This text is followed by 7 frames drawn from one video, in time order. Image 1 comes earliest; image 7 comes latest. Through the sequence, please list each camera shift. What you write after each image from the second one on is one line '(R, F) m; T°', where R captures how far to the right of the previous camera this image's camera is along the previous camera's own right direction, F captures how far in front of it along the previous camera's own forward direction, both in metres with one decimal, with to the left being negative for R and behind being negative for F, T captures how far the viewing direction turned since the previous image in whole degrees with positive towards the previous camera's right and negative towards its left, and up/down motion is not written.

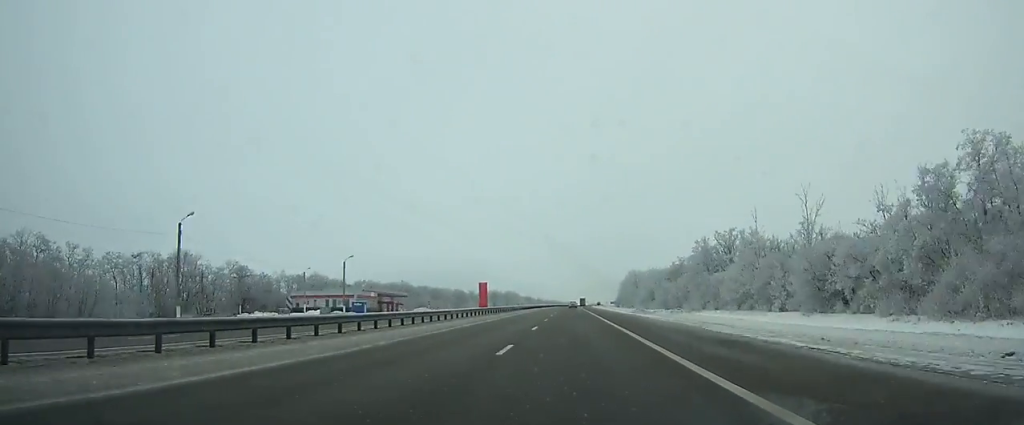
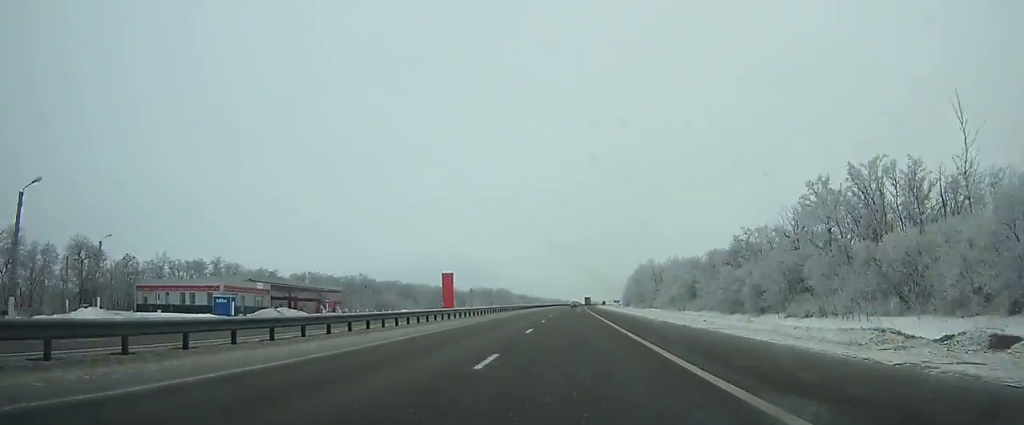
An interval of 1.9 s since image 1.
(0.0, +50.9) m; 0°
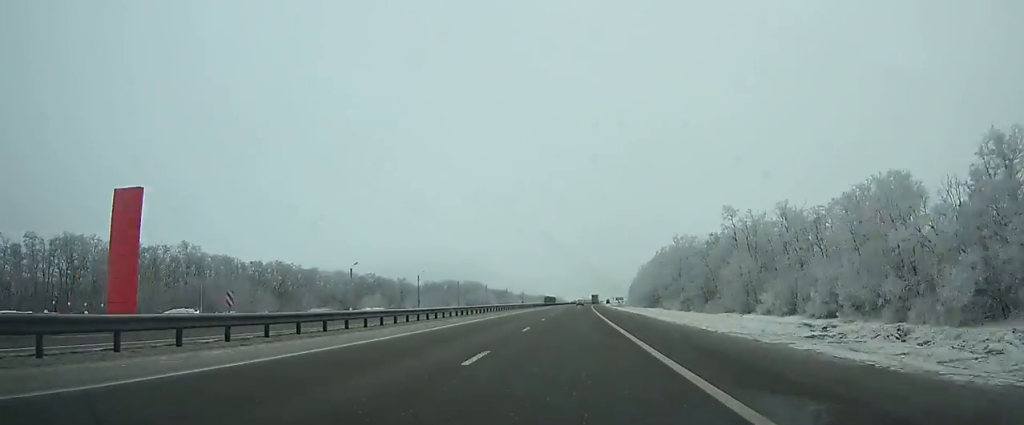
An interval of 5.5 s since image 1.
(+0.5, +97.2) m; +1°
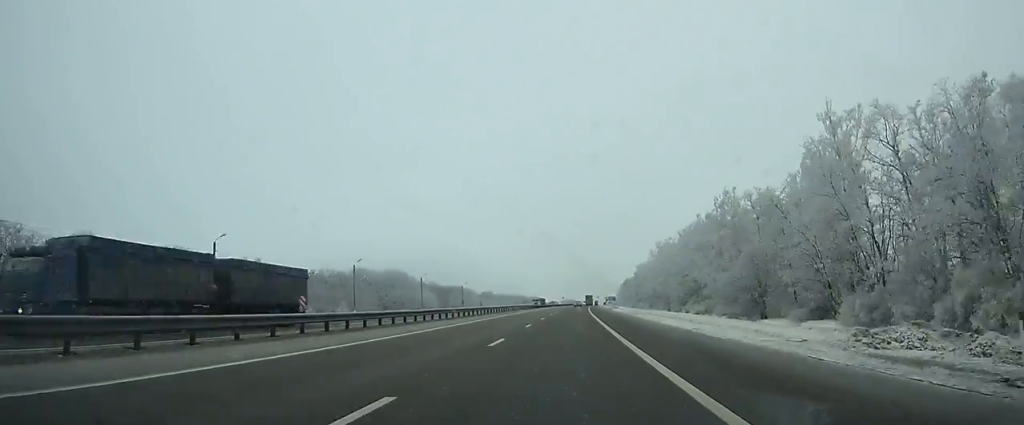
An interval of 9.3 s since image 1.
(+1.5, +104.3) m; +2°
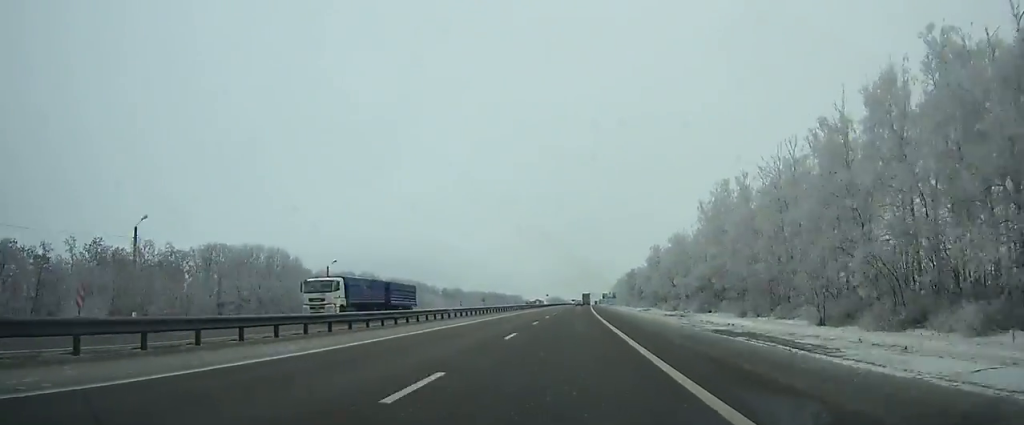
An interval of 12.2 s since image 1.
(+0.9, +81.2) m; +1°
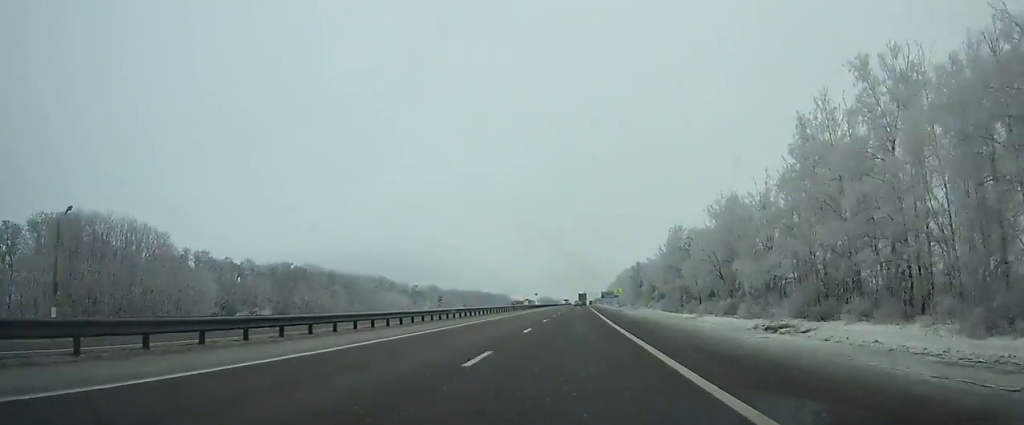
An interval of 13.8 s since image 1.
(+0.4, +45.4) m; +1°
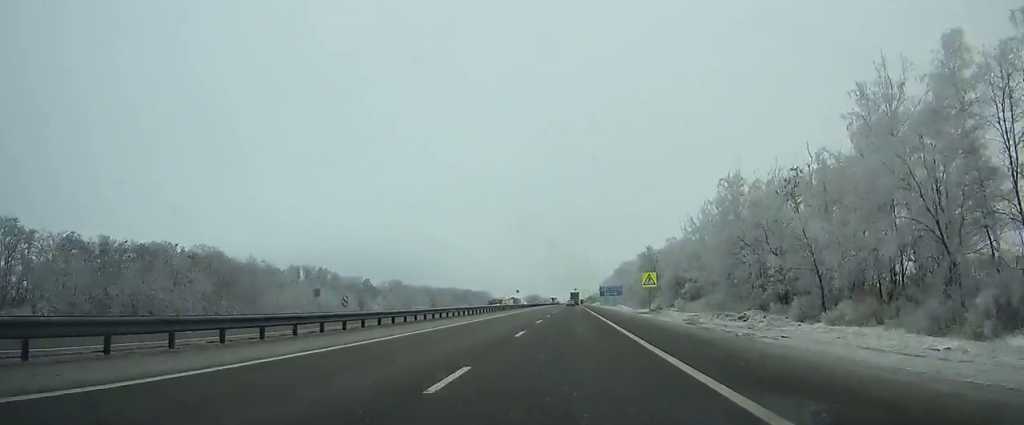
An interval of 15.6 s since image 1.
(+0.3, +51.4) m; +1°
